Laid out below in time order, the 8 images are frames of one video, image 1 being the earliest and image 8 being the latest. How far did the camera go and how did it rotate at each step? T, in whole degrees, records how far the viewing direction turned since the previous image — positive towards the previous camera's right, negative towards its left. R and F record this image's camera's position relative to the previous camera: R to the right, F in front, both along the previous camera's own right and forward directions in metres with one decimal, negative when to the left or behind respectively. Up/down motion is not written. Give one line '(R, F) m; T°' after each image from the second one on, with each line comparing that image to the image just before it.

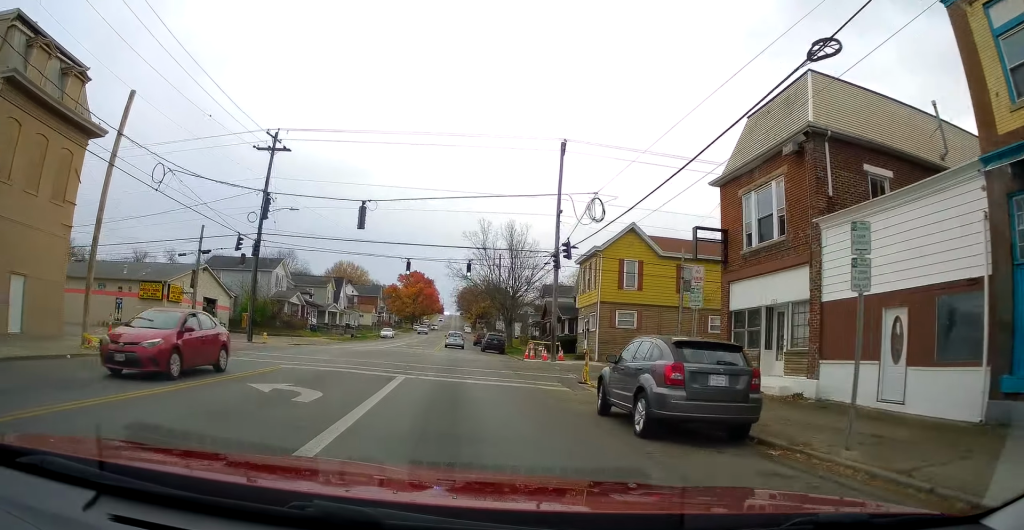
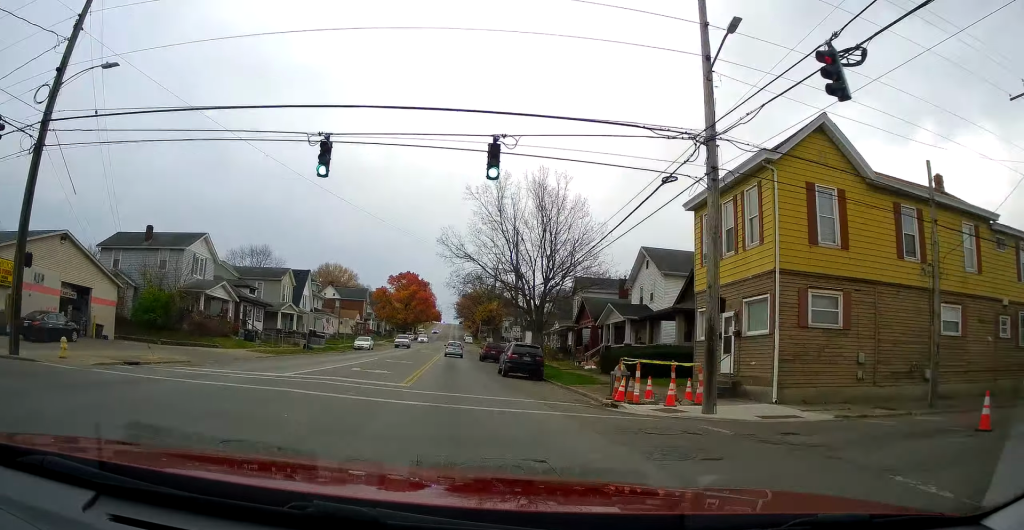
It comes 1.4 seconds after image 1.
(+0.3, +22.1) m; 0°
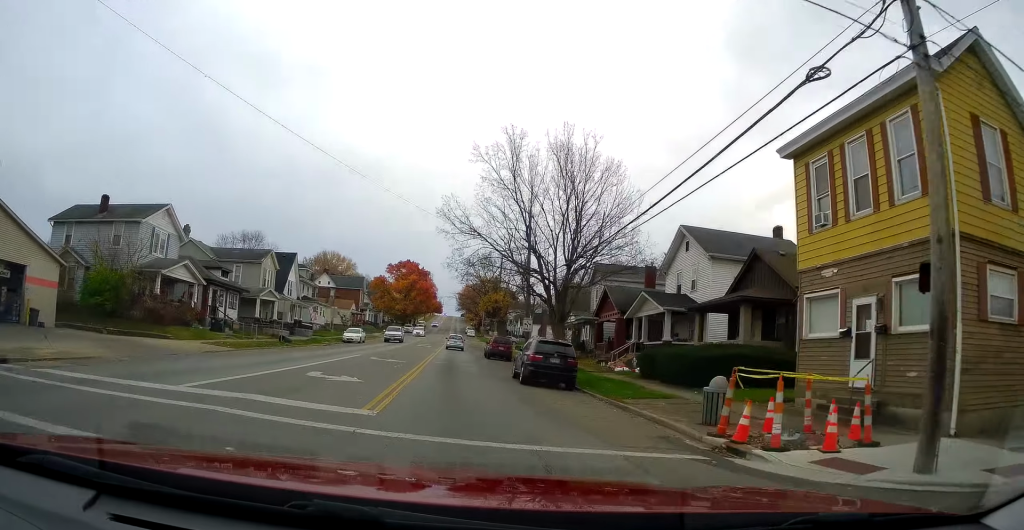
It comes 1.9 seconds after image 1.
(-0.2, +7.2) m; -1°
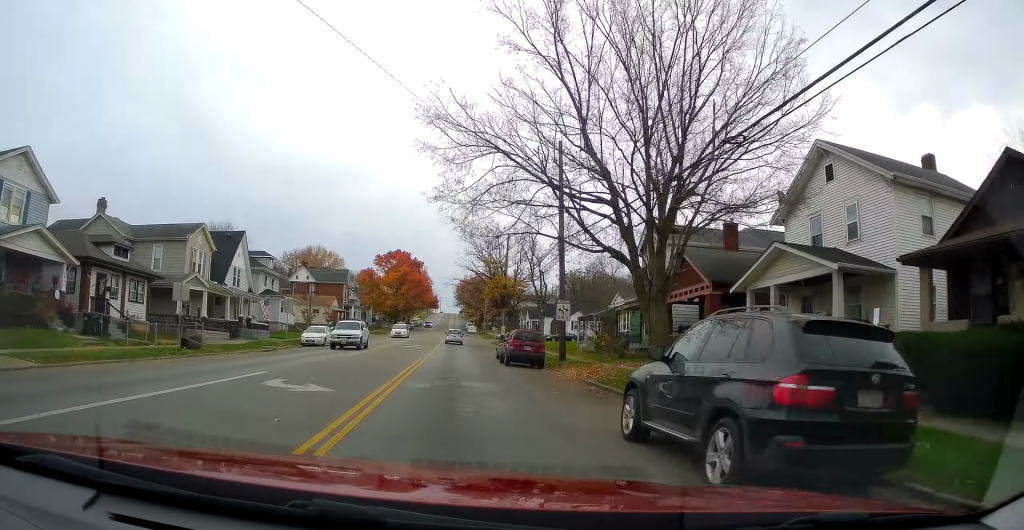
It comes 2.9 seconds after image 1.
(-0.2, +15.6) m; 0°
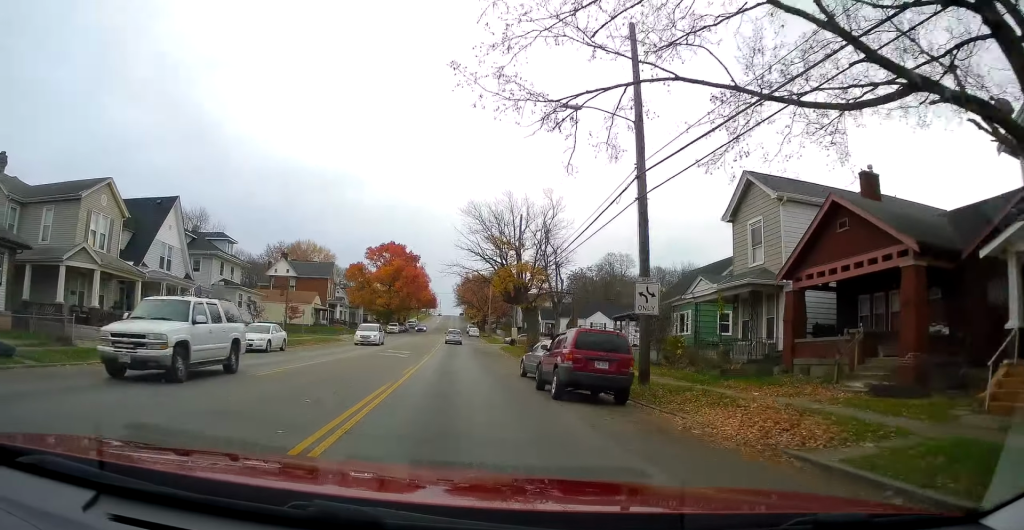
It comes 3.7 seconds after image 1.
(+0.1, +13.3) m; +1°
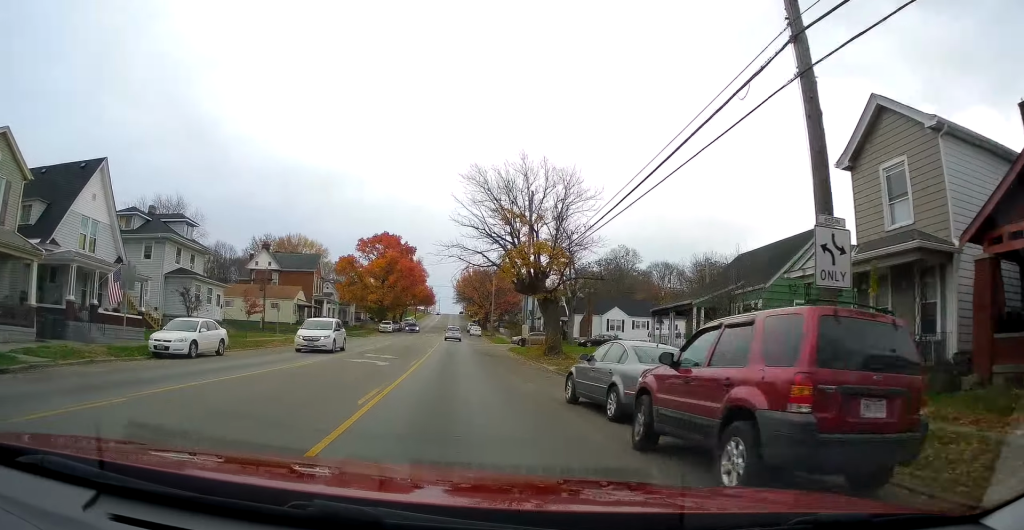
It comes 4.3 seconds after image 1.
(+0.3, +9.1) m; 0°
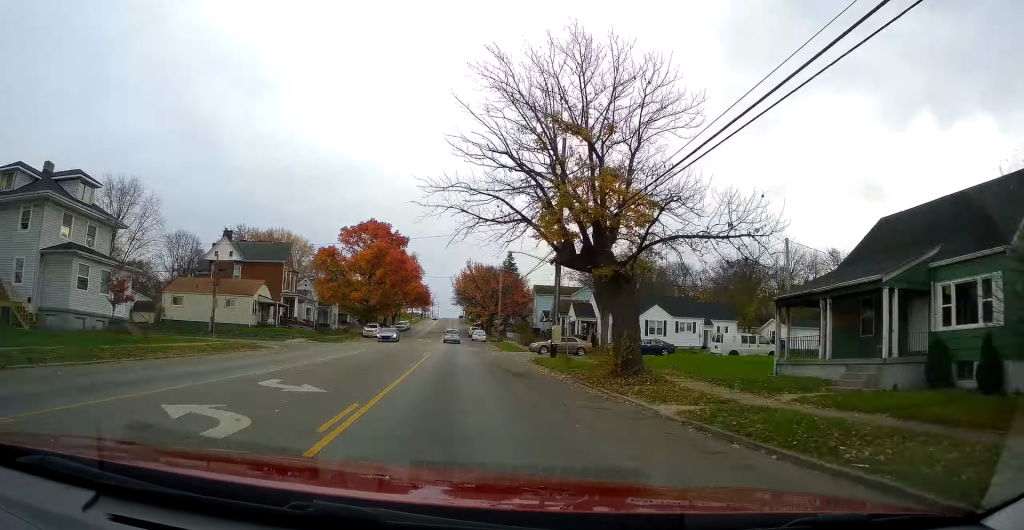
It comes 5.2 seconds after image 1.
(-0.4, +15.1) m; -1°
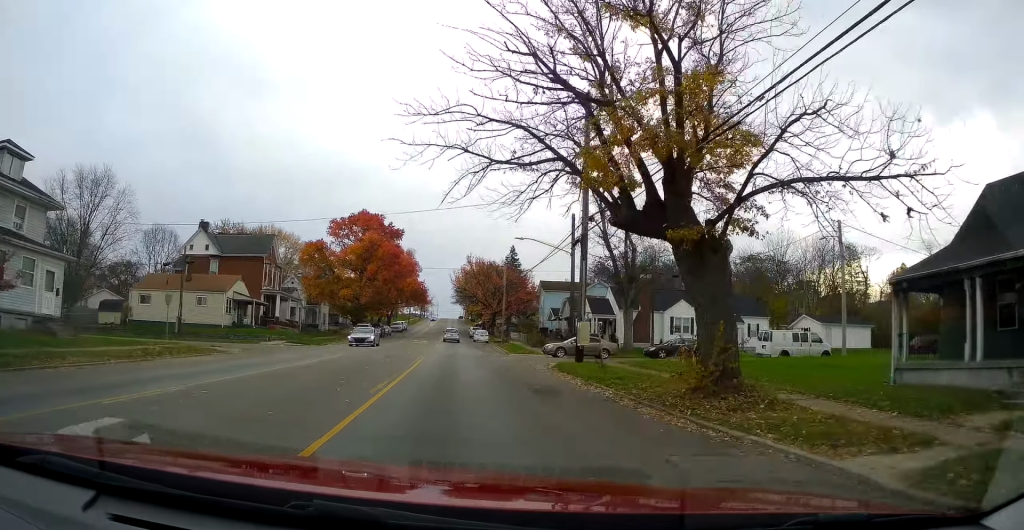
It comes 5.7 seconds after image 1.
(0.0, +7.0) m; 0°
